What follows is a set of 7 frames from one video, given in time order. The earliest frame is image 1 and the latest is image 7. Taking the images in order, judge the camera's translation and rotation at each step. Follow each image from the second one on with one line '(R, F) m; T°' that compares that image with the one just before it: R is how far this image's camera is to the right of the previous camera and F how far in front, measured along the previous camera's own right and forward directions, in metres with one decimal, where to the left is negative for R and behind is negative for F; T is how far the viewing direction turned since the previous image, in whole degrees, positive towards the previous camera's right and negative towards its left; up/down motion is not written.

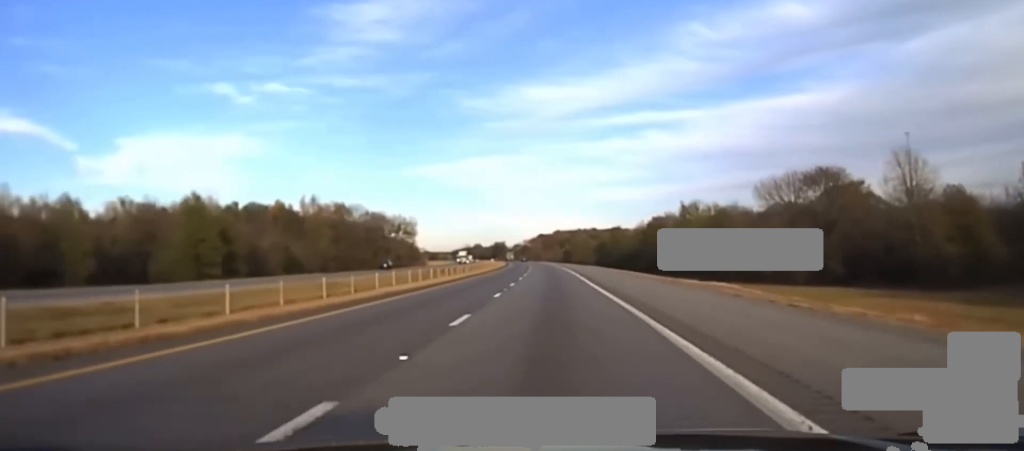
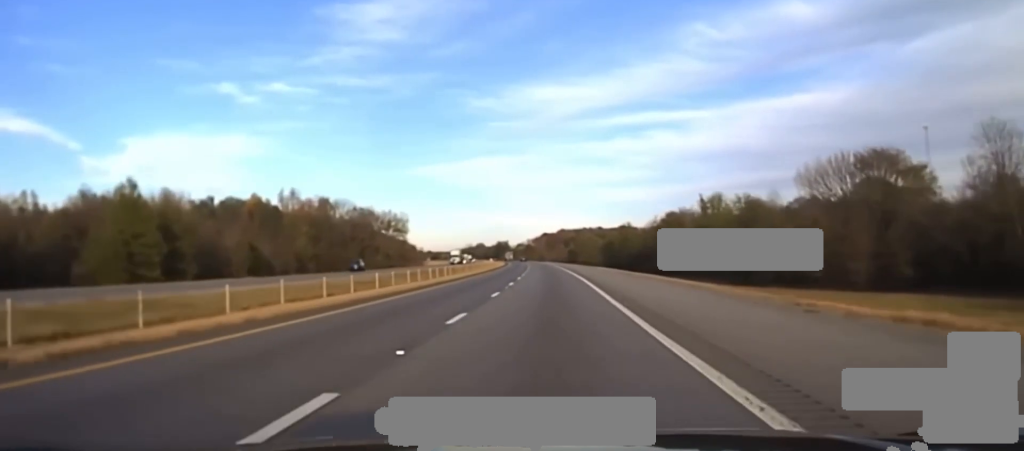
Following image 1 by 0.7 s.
(-0.4, +24.6) m; -1°
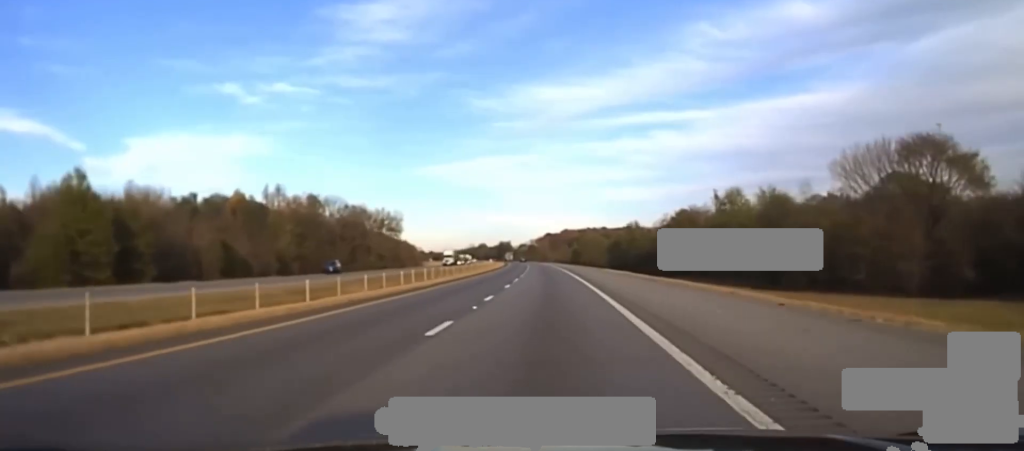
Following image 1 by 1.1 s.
(-0.1, +15.5) m; 0°
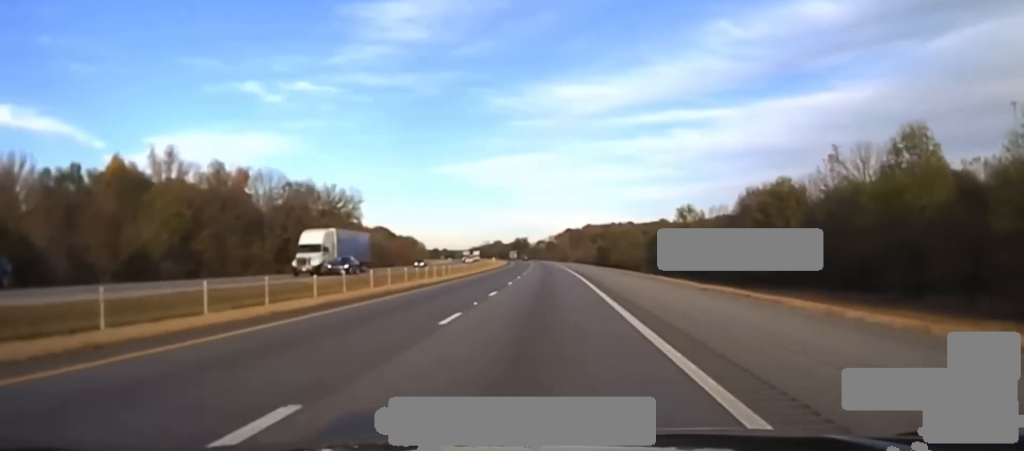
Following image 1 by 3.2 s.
(-0.8, +79.2) m; -1°
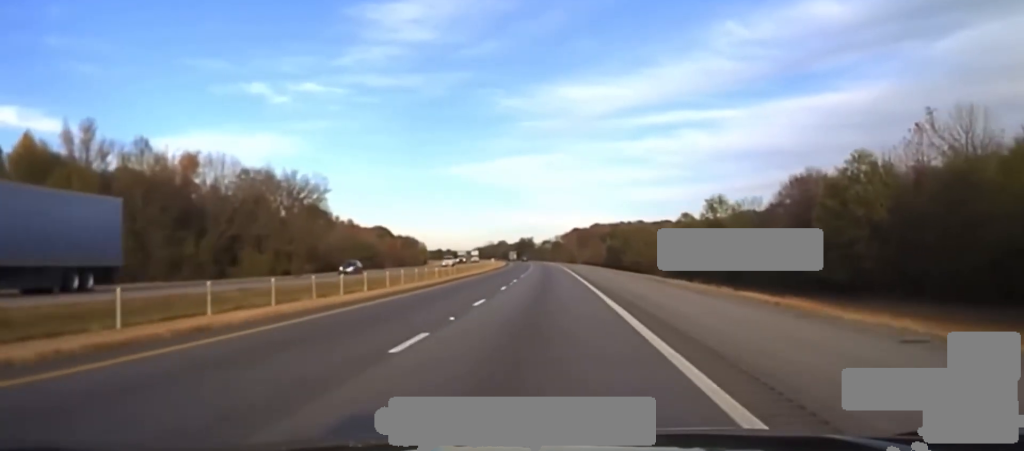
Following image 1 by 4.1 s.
(-0.1, +29.3) m; 0°
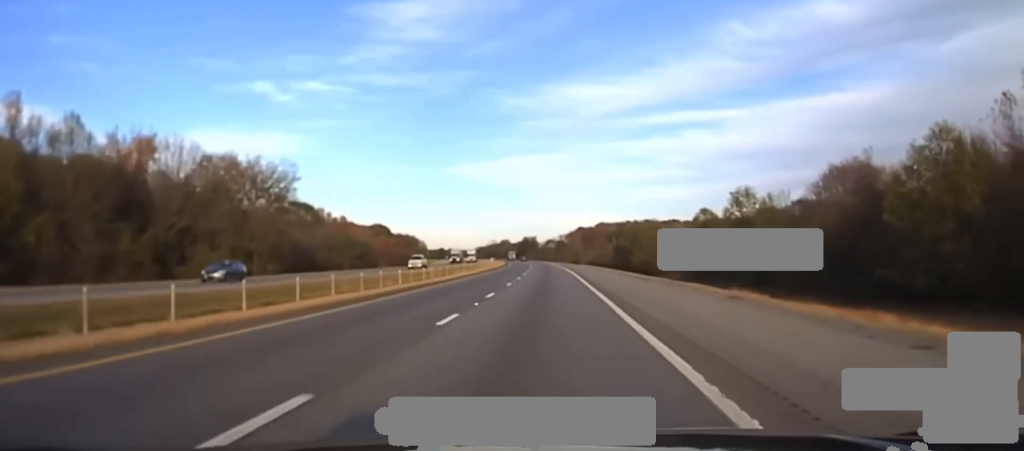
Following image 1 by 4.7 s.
(-0.1, +17.2) m; 0°
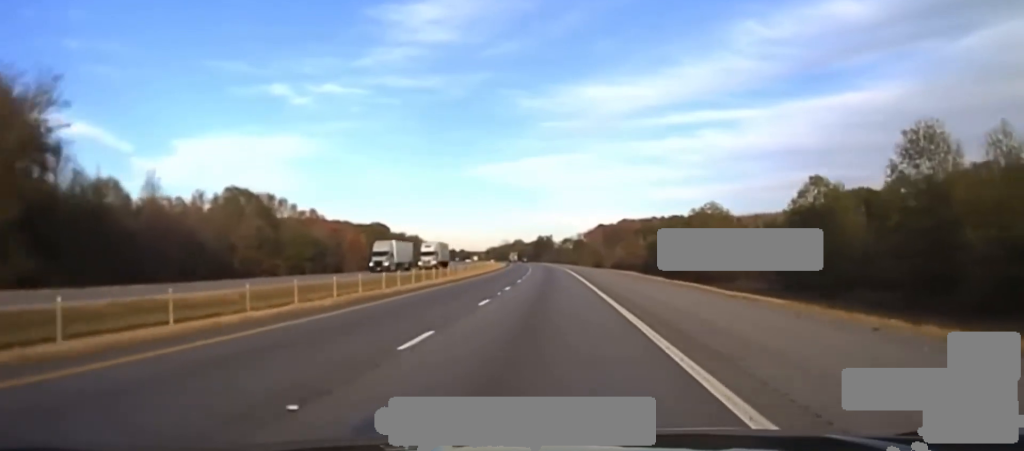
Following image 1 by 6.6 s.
(-0.8, +58.9) m; -2°
